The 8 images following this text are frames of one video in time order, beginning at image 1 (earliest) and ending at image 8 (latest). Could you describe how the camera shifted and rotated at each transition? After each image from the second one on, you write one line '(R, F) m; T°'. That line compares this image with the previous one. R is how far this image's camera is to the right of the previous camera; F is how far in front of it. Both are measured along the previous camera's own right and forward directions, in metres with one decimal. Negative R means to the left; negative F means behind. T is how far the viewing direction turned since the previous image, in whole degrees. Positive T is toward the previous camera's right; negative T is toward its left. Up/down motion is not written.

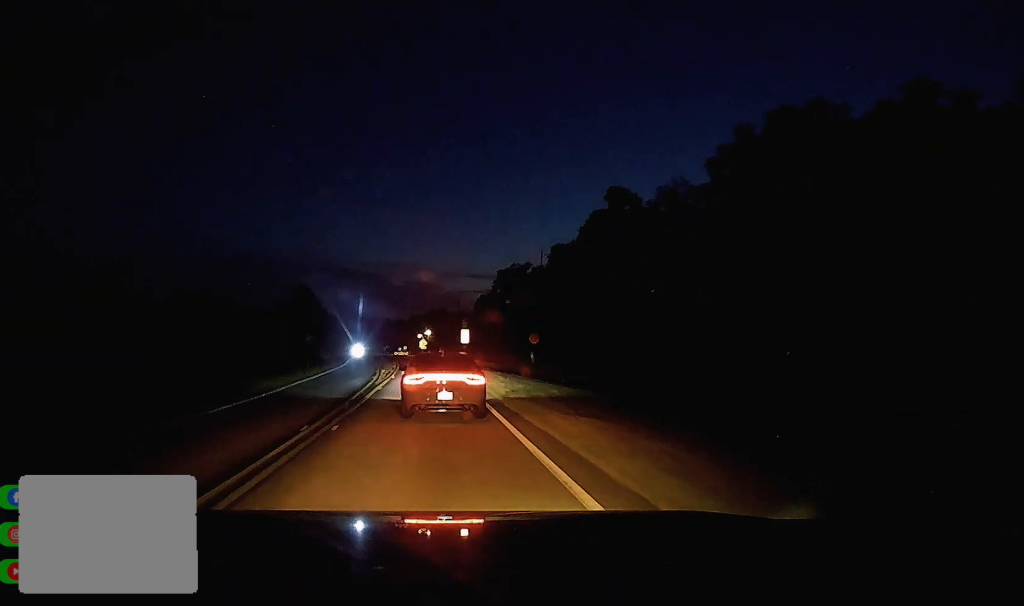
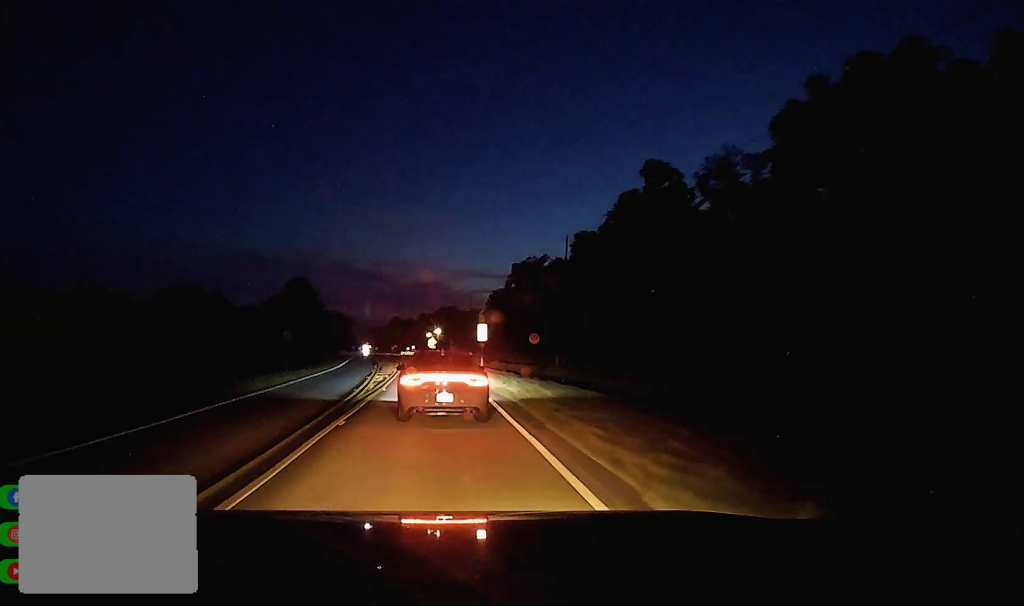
(0.0, +13.2) m; -1°
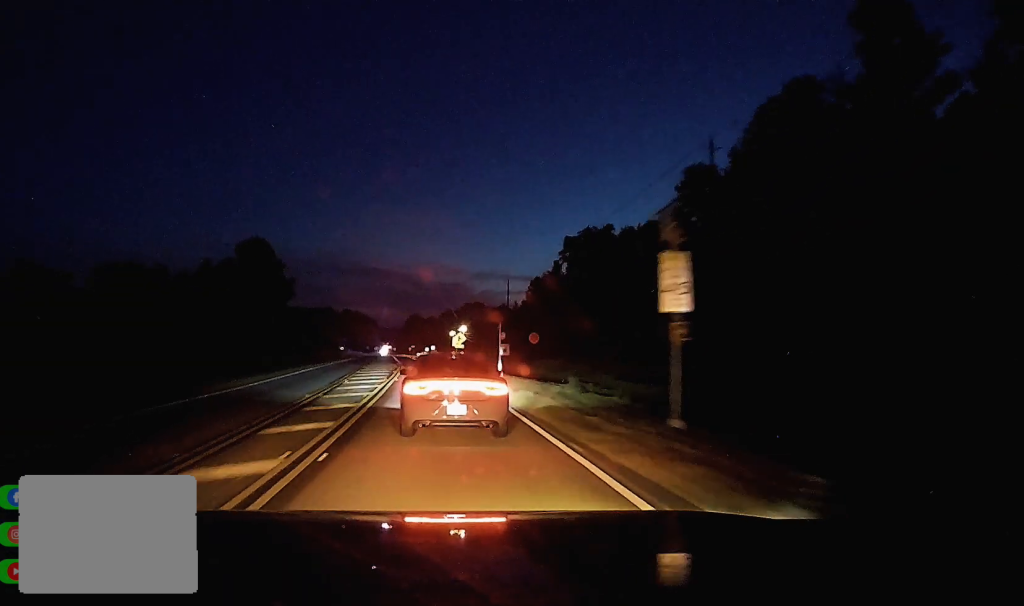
(-1.2, +42.5) m; -3°
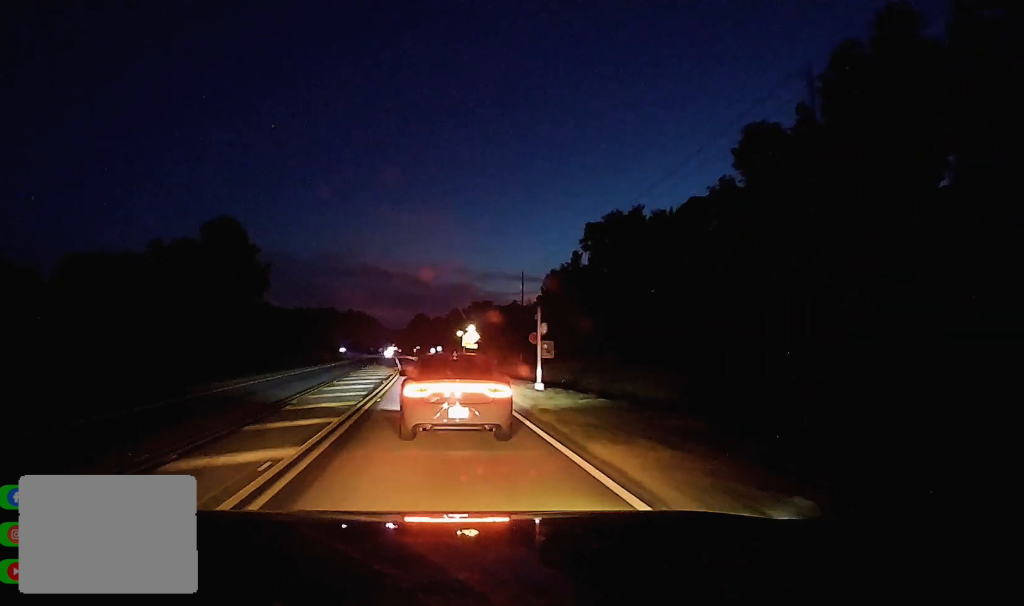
(-0.1, +13.4) m; -1°
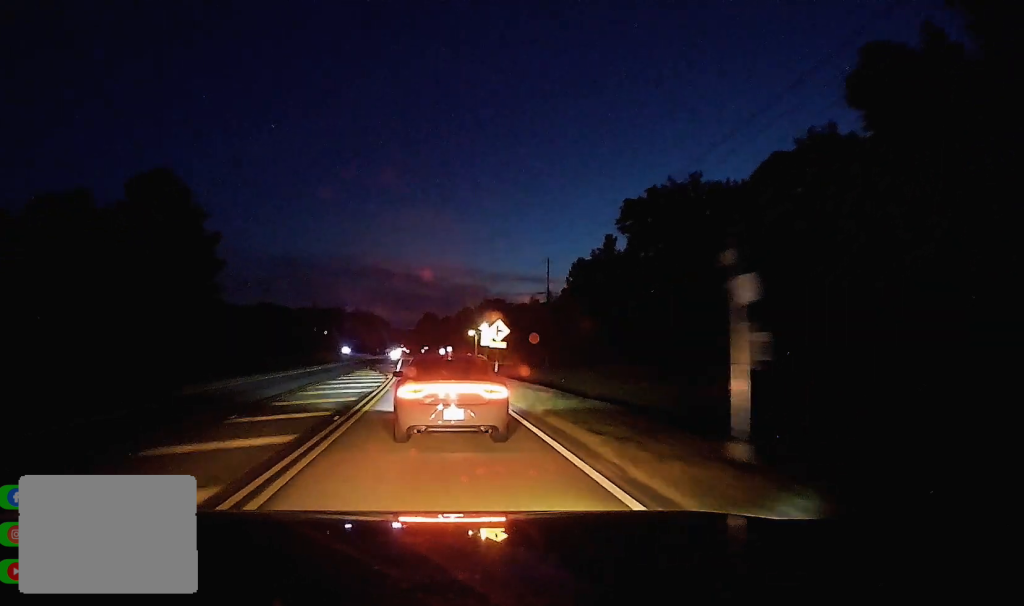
(-0.2, +17.1) m; -1°
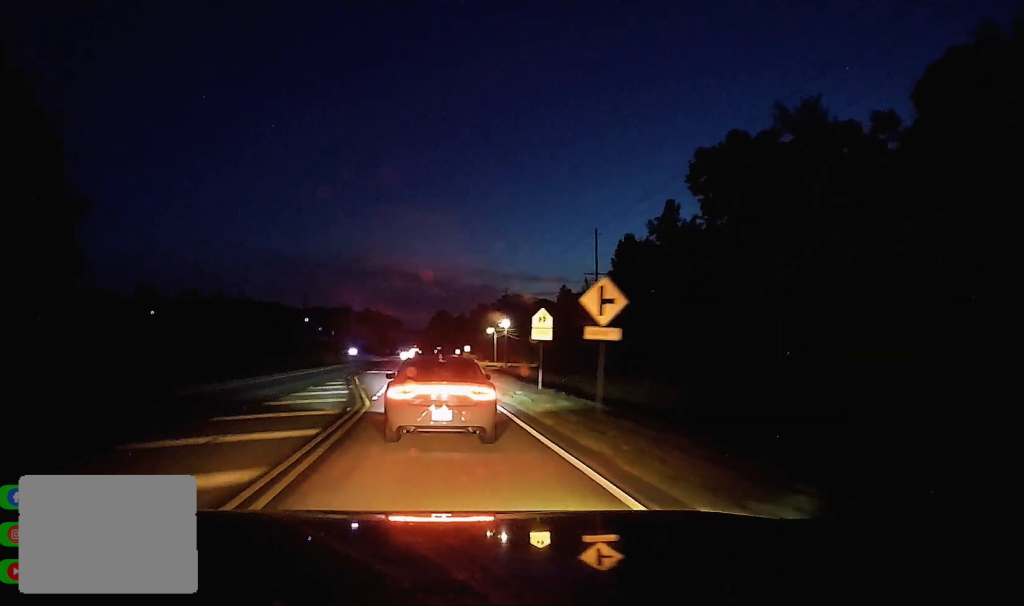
(-0.2, +22.8) m; -1°
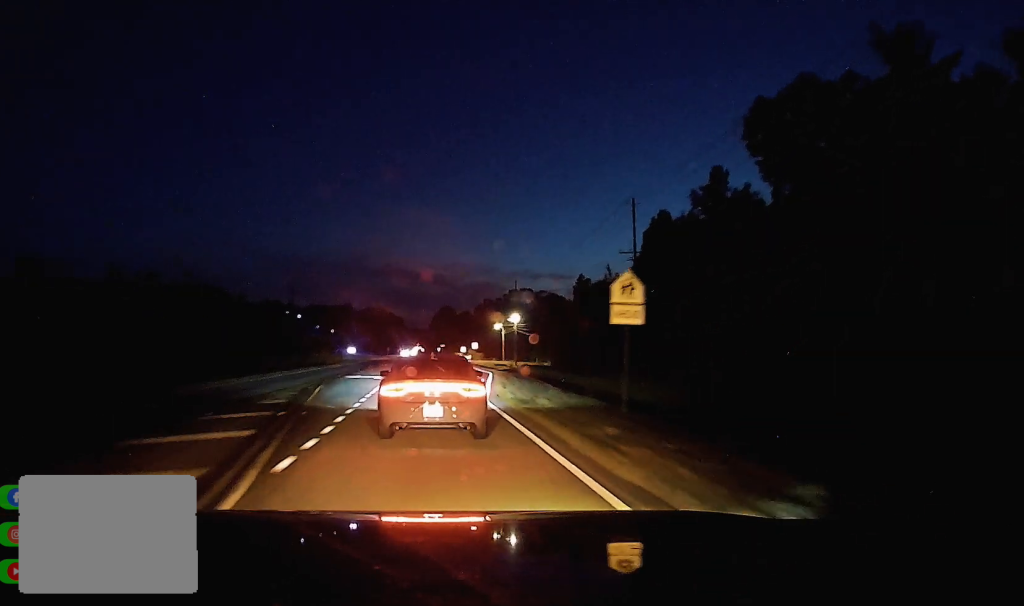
(-0.2, +13.8) m; -1°
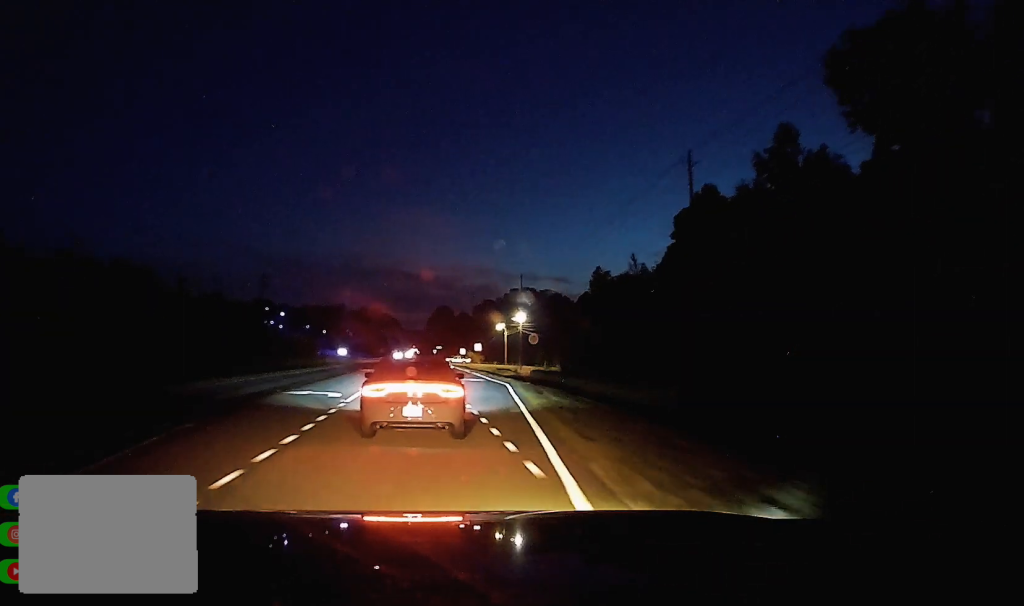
(0.0, +14.4) m; 0°
